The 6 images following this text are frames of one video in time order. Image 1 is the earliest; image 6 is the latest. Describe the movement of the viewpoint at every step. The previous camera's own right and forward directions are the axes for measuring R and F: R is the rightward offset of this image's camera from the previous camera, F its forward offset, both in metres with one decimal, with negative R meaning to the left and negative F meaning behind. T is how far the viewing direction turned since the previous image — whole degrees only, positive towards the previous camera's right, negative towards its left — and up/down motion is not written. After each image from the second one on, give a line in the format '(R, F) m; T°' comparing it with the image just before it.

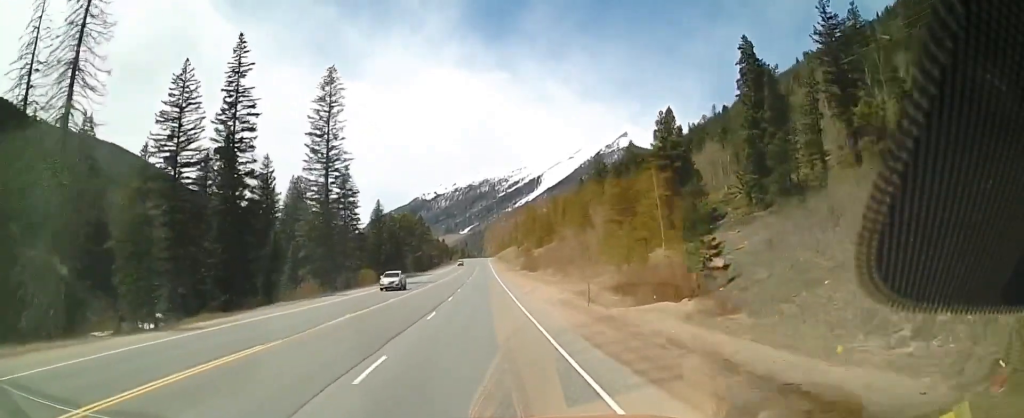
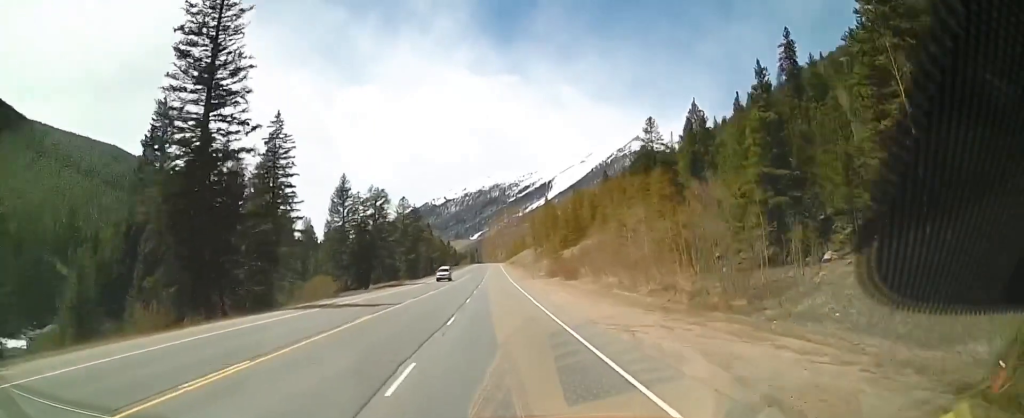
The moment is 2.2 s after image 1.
(+0.3, +36.5) m; +2°
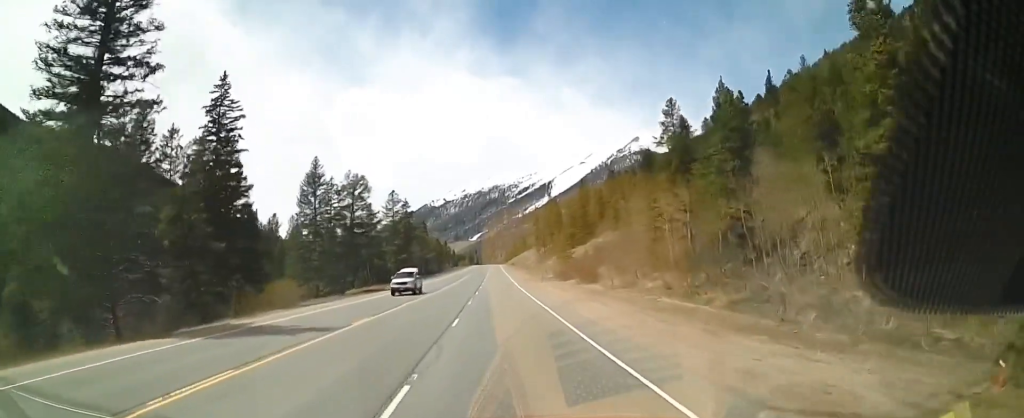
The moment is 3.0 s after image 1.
(-0.1, +13.1) m; 0°
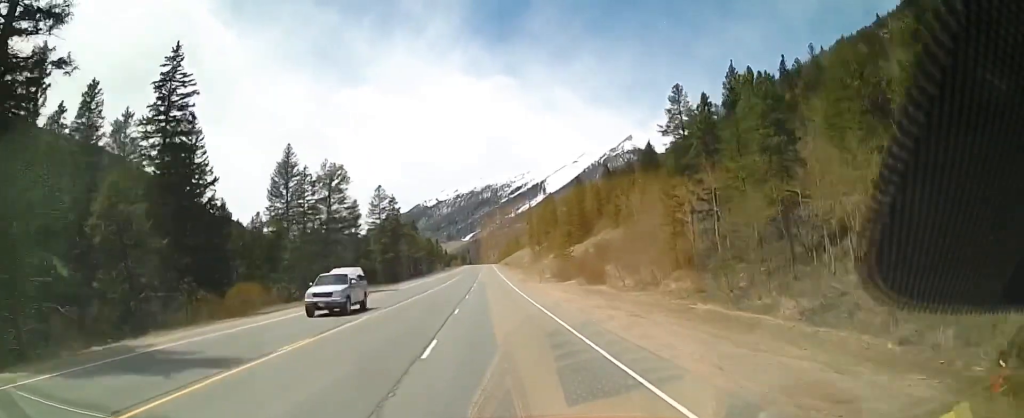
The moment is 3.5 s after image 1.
(-0.2, +7.1) m; 0°
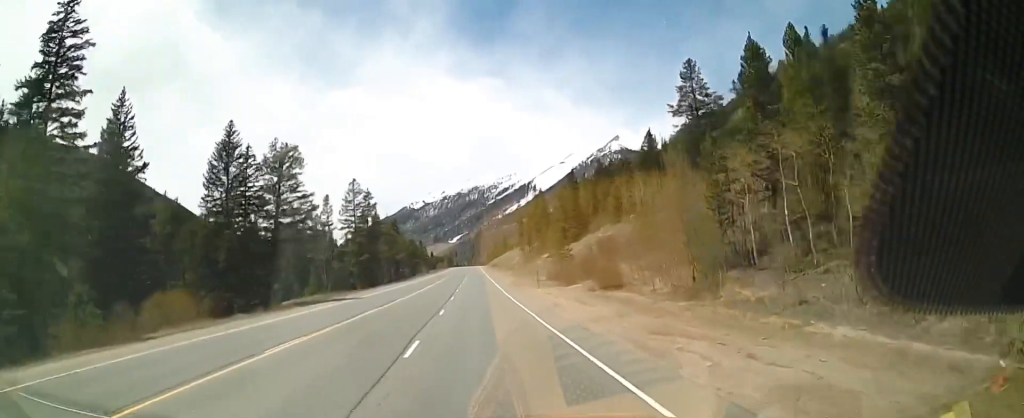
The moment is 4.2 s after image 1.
(+0.4, +11.4) m; +1°
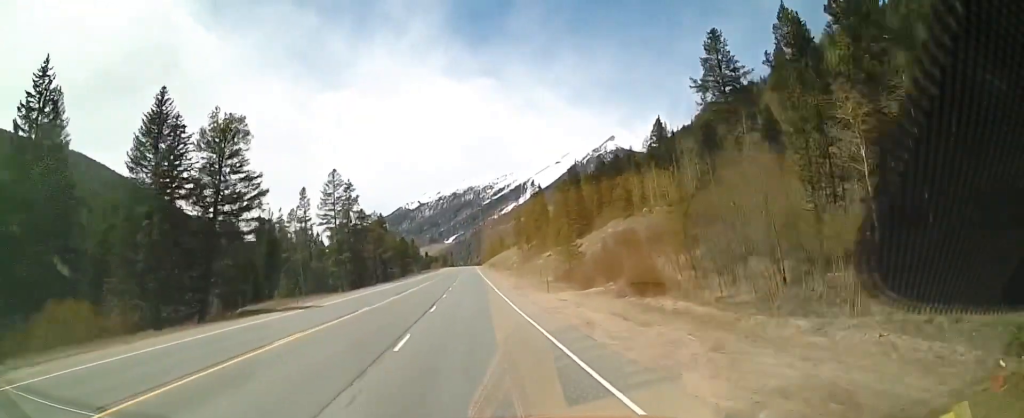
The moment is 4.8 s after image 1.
(+0.1, +10.9) m; 0°
